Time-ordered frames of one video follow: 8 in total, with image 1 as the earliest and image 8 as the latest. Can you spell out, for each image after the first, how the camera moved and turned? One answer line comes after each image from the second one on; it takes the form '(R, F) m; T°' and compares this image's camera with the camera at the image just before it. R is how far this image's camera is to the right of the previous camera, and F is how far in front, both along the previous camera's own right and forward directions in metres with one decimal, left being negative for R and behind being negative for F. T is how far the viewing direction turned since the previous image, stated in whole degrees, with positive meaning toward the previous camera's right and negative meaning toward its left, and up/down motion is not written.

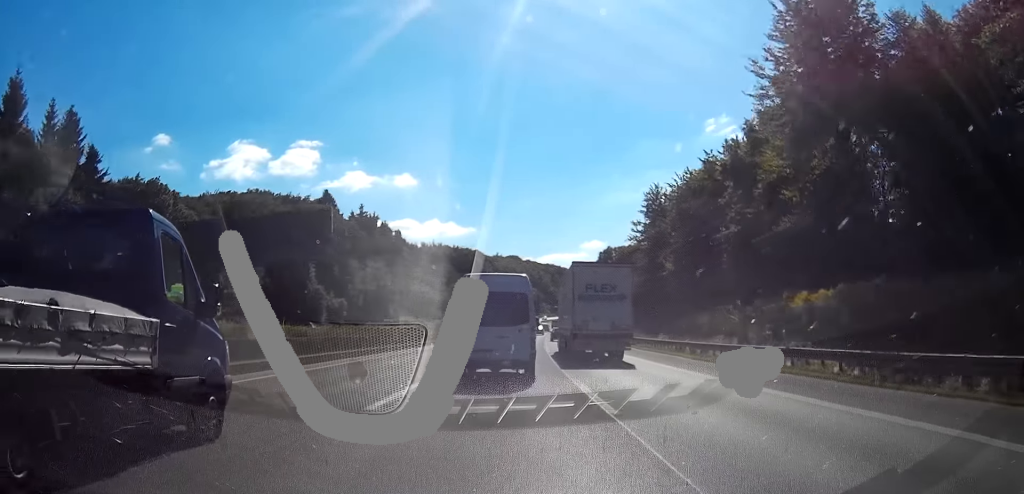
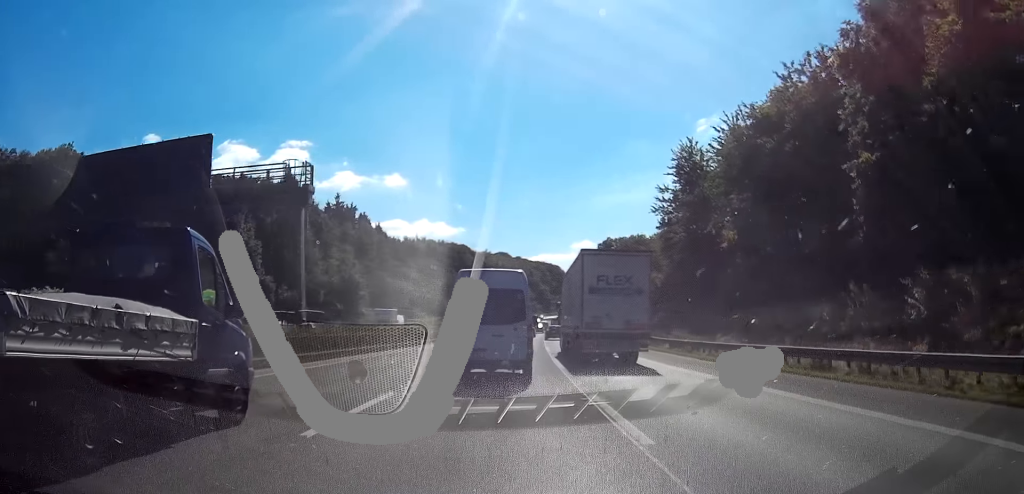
(-0.1, +20.5) m; 0°
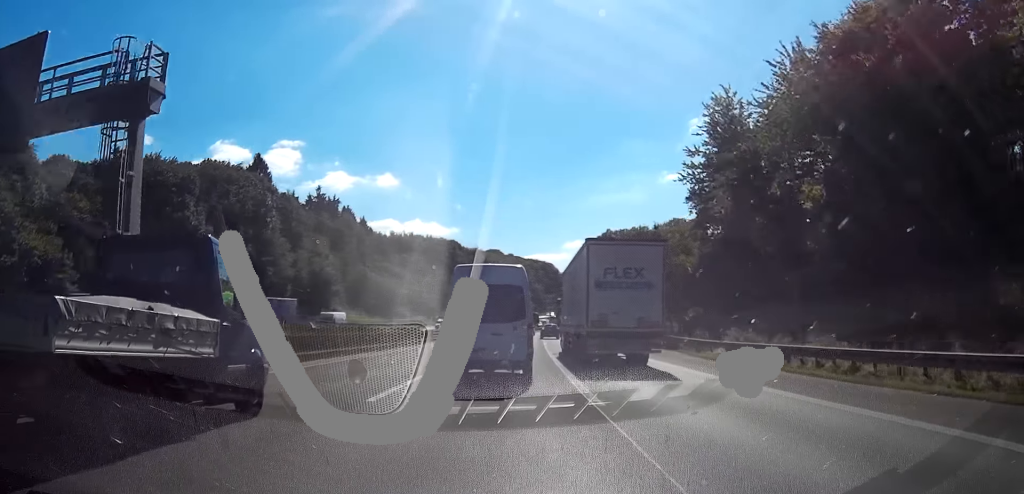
(+0.1, +13.7) m; -1°
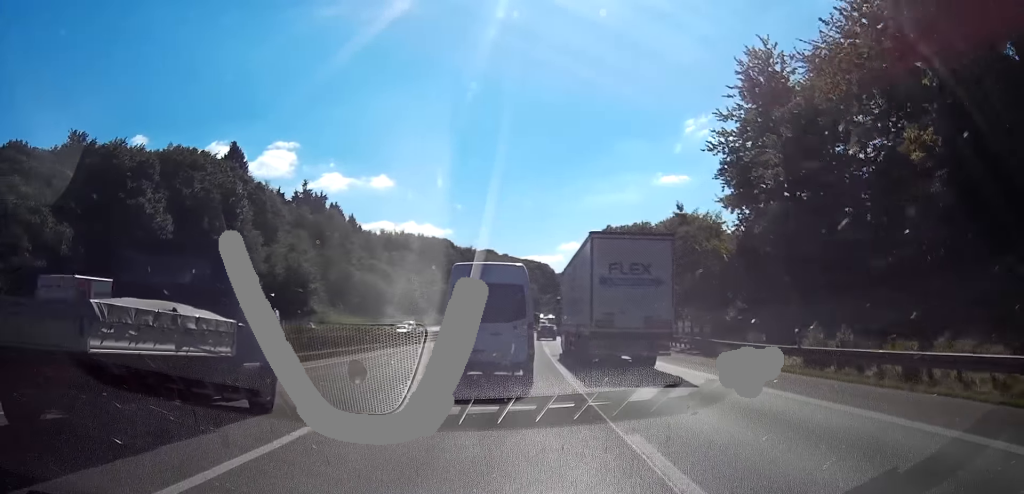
(+0.1, +9.6) m; 0°
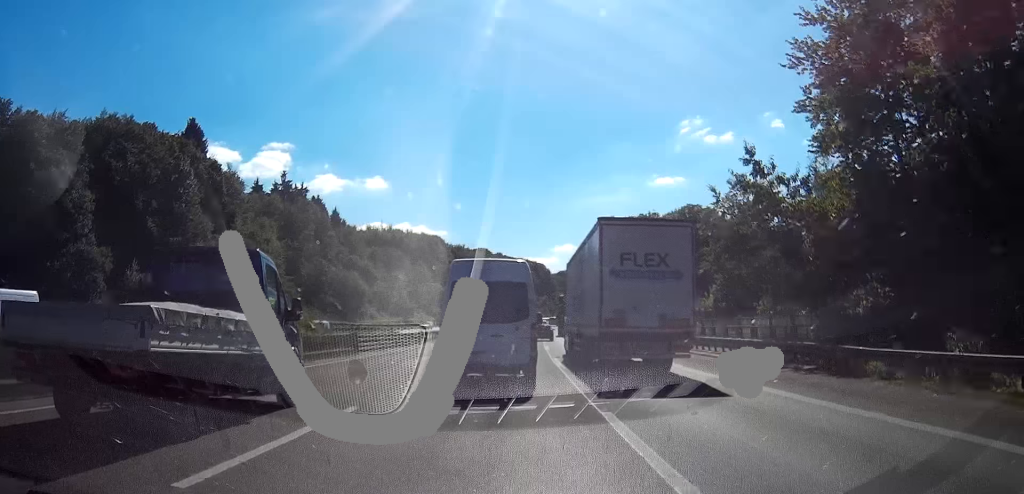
(-0.7, +15.0) m; +2°
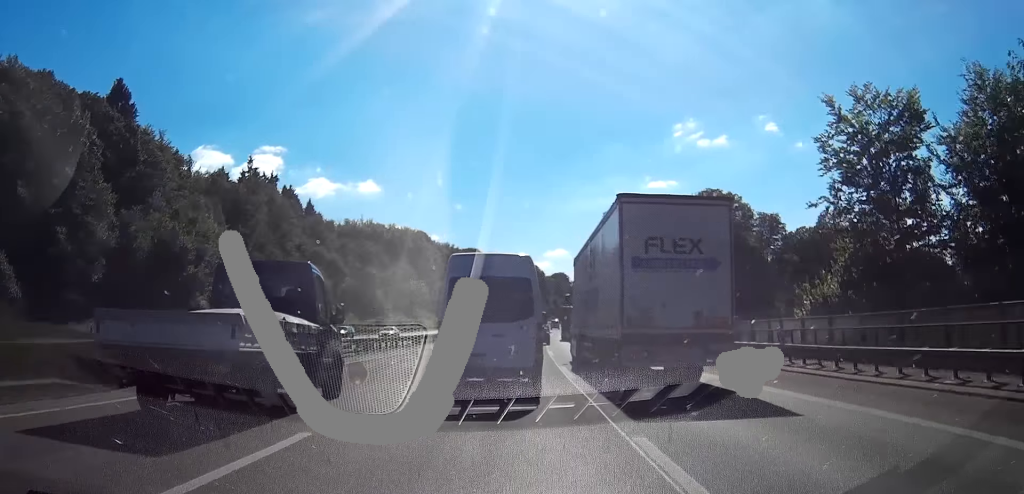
(+1.7, +20.5) m; +4°
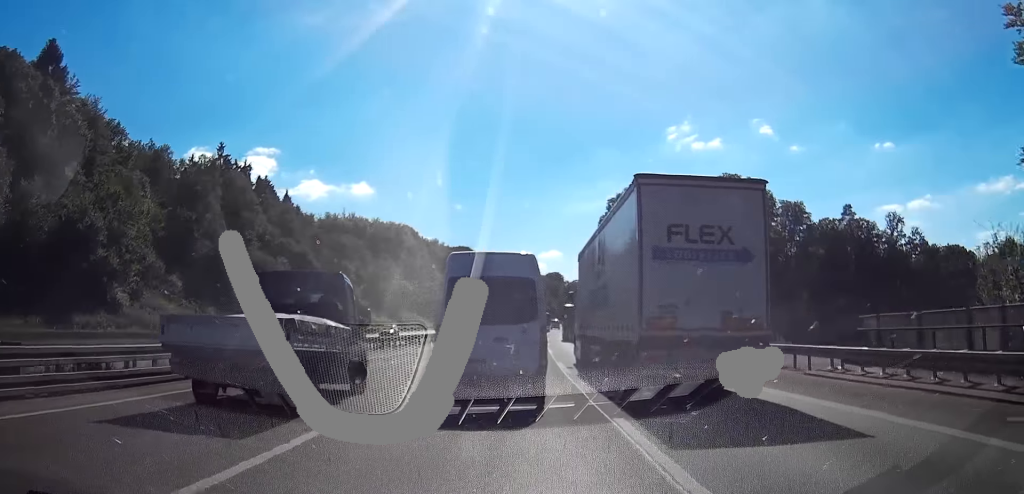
(-0.3, +15.0) m; -1°
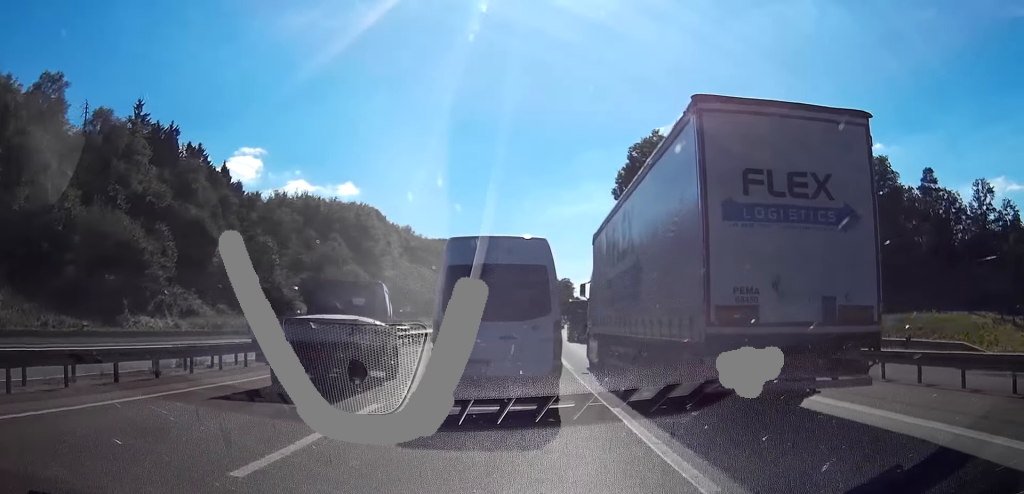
(-0.6, +33.6) m; -1°
